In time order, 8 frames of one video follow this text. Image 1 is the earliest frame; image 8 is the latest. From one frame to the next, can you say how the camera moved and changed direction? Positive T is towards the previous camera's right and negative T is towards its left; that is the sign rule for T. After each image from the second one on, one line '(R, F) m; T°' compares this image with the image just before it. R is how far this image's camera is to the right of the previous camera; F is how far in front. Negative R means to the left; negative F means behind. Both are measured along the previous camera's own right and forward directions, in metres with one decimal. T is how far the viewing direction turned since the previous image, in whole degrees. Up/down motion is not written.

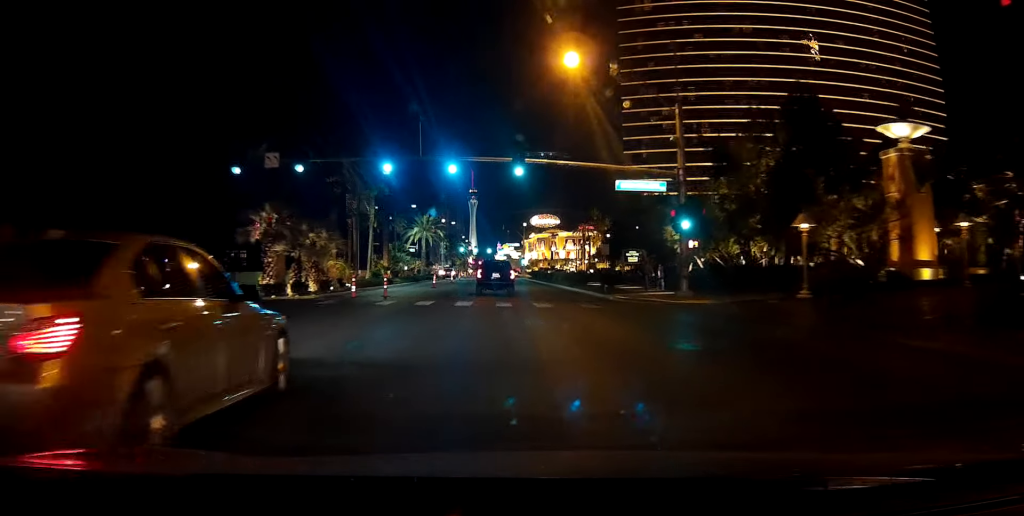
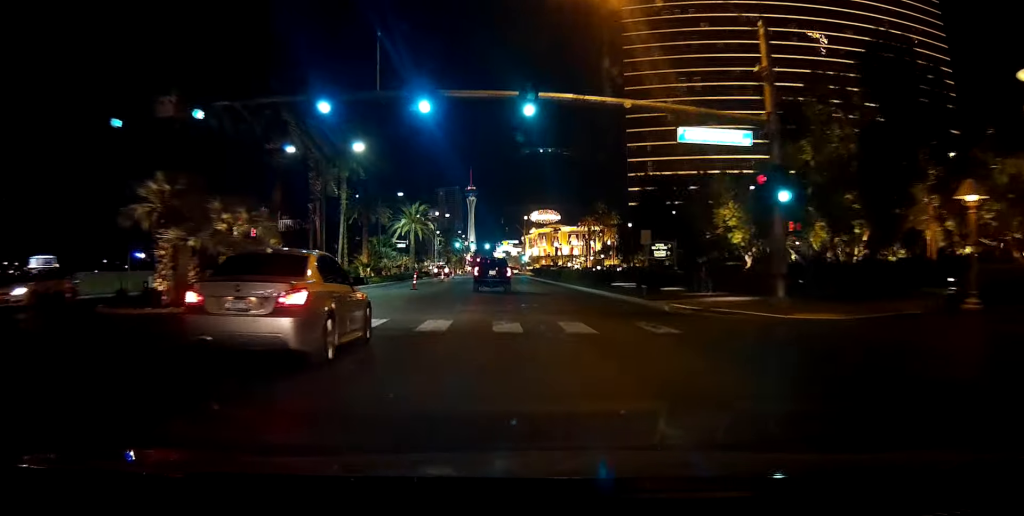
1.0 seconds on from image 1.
(0.0, +12.7) m; 0°
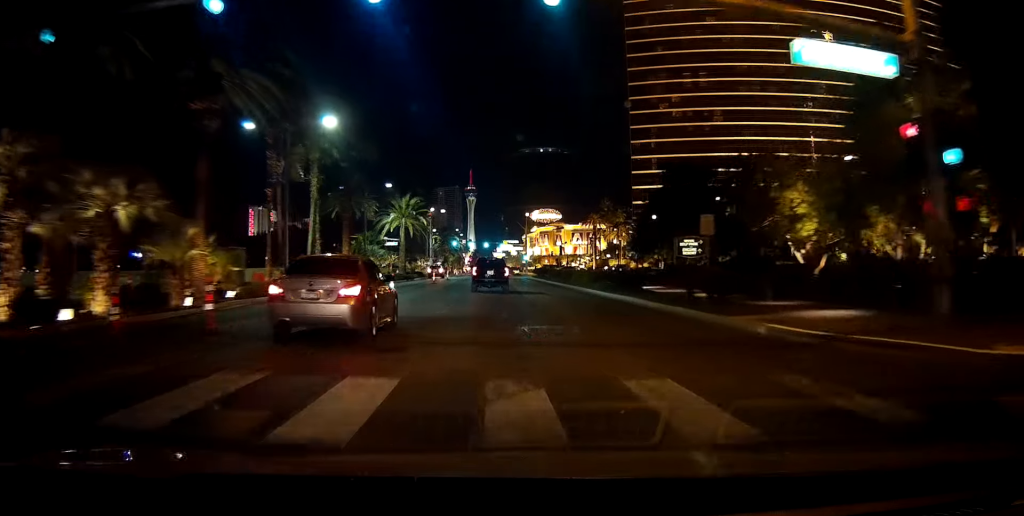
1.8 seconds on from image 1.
(0.0, +9.4) m; 0°
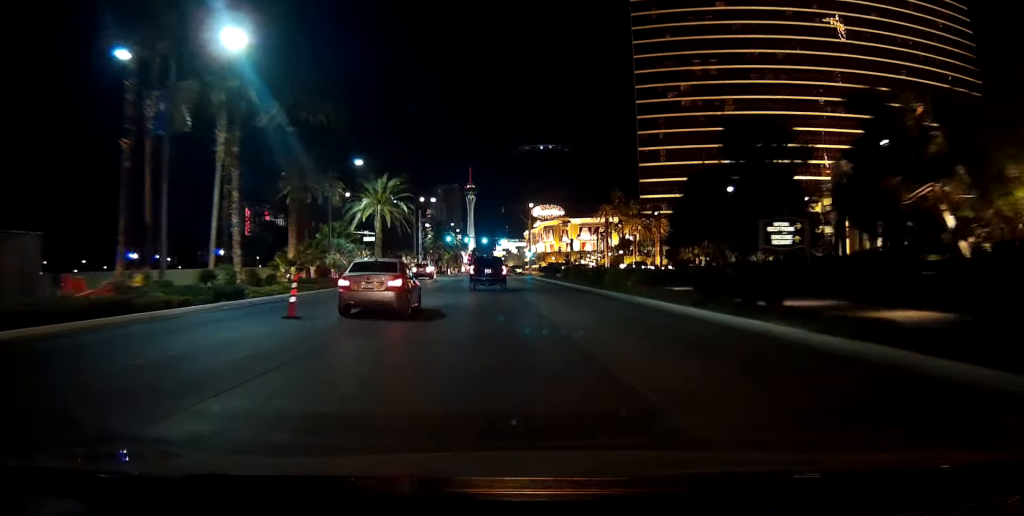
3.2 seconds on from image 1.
(-0.2, +17.1) m; 0°
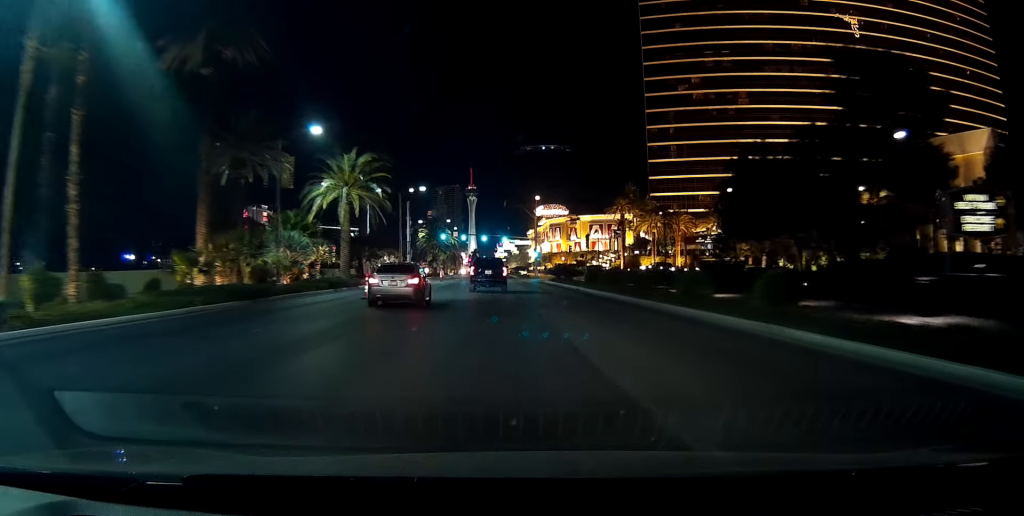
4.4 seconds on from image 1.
(0.0, +15.5) m; 0°
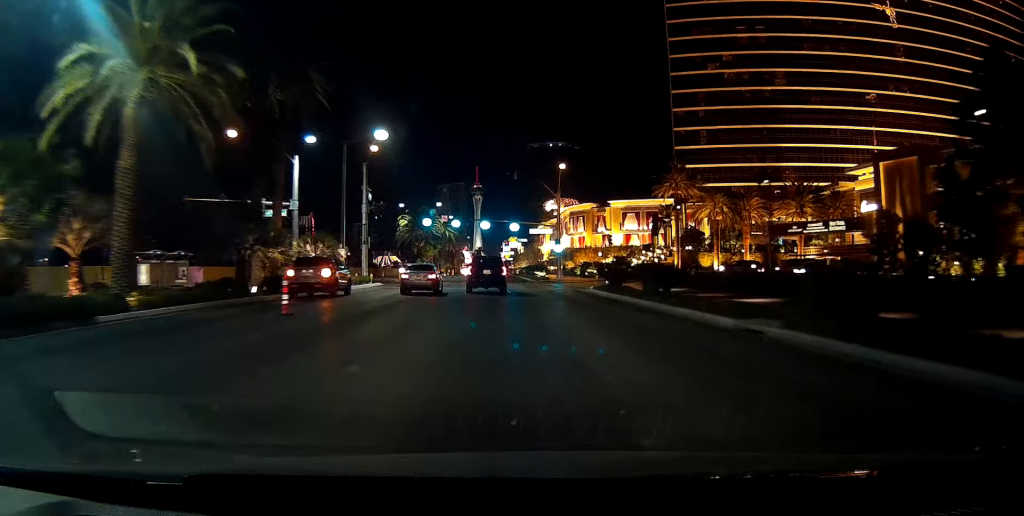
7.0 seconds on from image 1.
(-0.3, +33.0) m; -1°
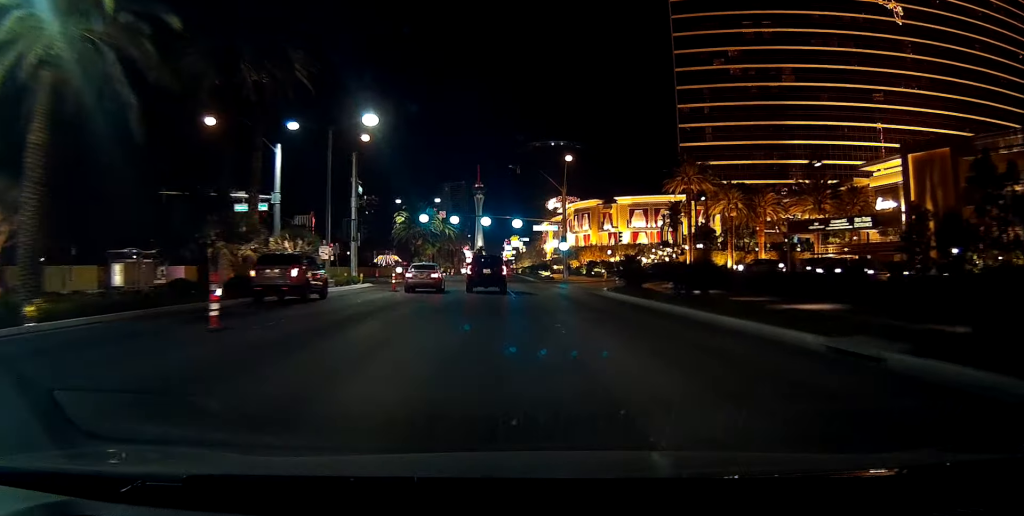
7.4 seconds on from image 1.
(0.0, +4.9) m; 0°
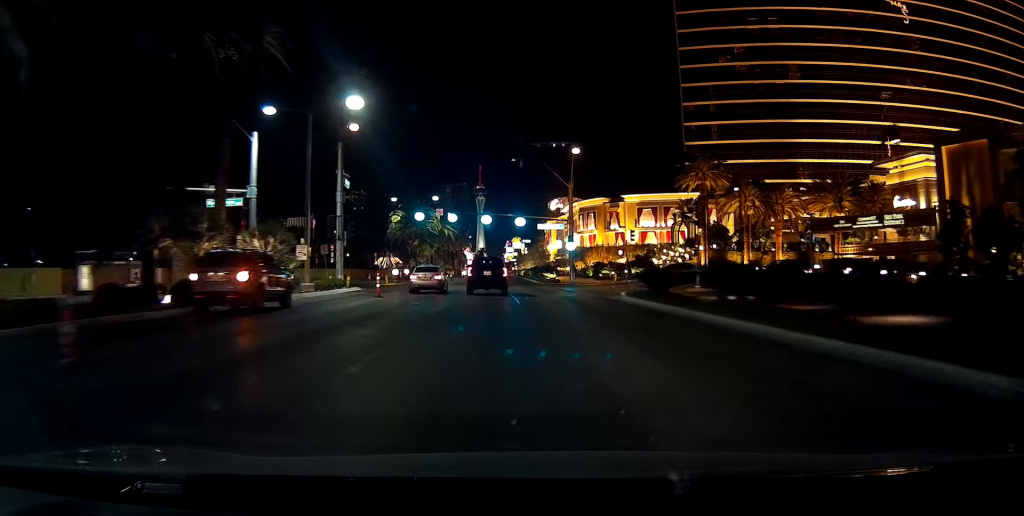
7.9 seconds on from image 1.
(0.0, +5.3) m; 0°
